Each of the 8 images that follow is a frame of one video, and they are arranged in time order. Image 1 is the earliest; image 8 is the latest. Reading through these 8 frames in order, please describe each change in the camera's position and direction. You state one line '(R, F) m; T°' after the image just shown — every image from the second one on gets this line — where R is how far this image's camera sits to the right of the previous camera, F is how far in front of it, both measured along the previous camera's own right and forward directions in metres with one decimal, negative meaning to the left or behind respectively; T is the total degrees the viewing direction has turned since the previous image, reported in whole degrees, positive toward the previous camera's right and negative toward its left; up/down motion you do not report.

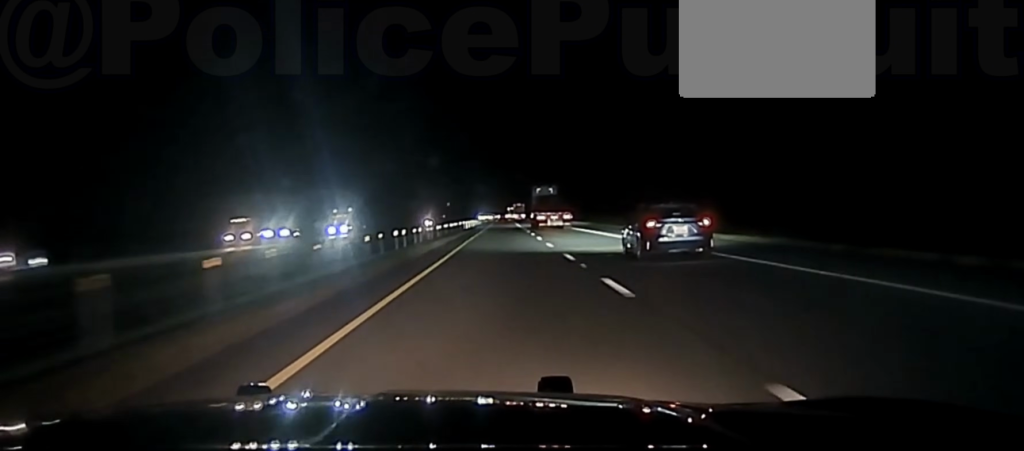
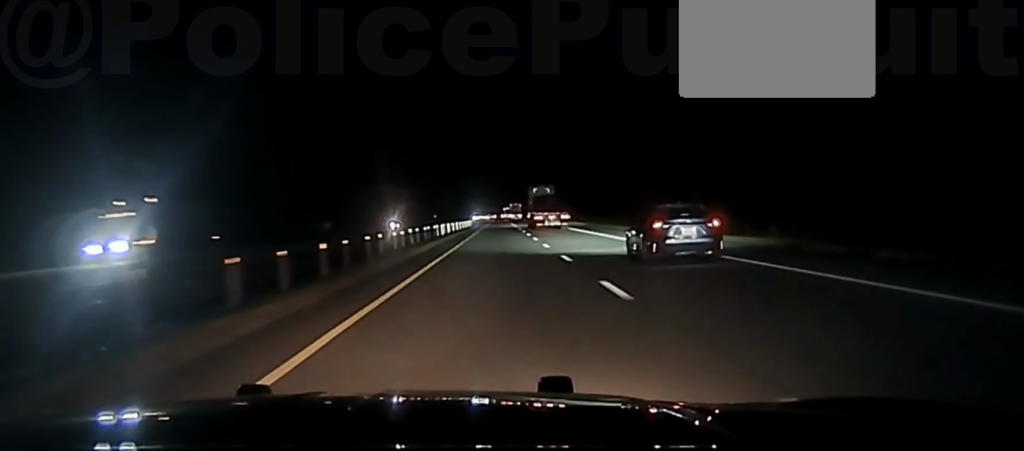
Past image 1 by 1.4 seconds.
(0.0, +42.4) m; 0°
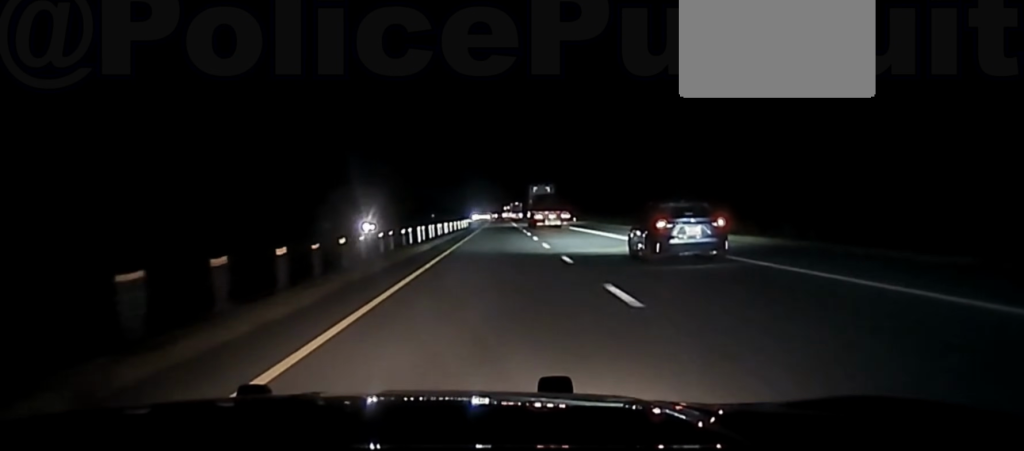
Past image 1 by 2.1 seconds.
(0.0, +22.7) m; 0°
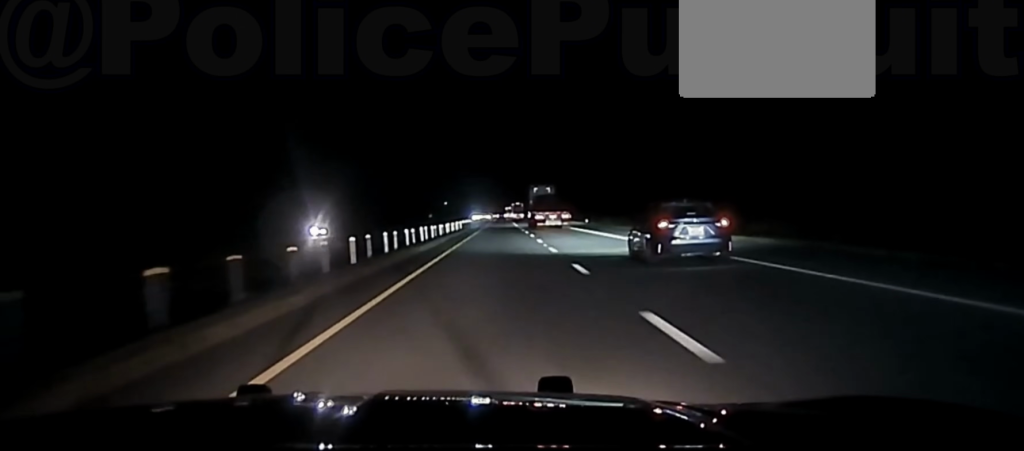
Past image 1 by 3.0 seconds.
(0.0, +24.3) m; 0°
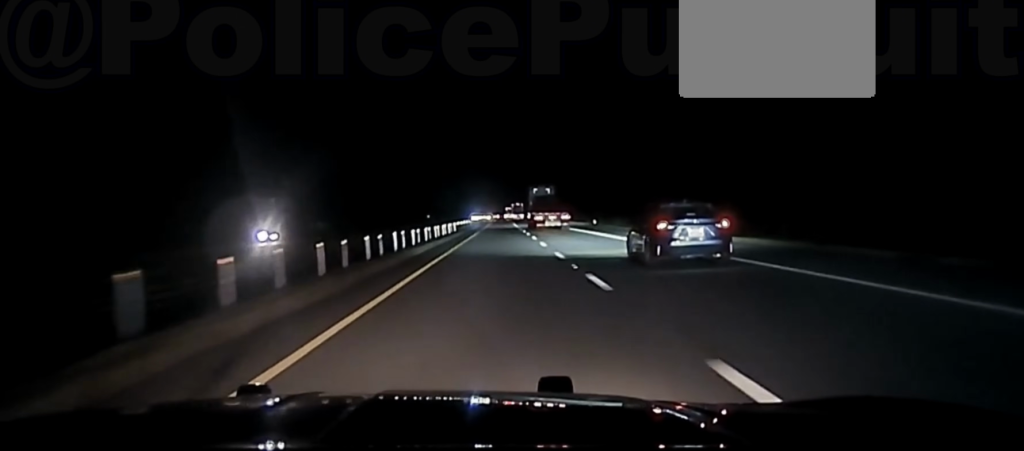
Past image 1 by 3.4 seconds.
(0.0, +13.6) m; 0°
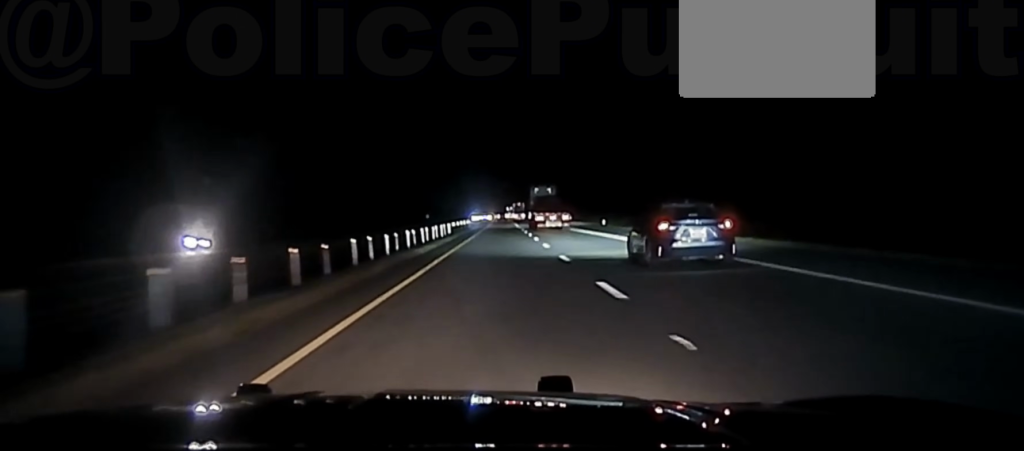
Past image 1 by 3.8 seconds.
(0.0, +12.8) m; 0°
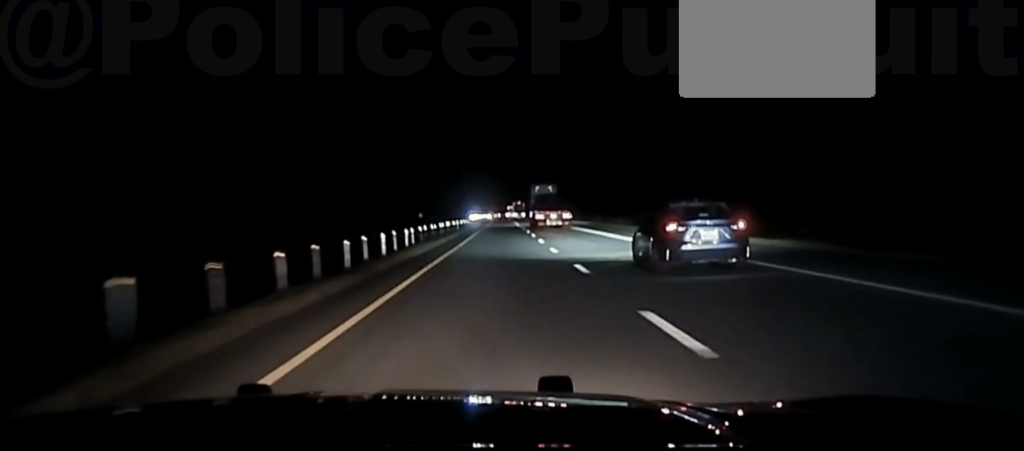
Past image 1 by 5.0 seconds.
(+0.1, +40.1) m; +1°
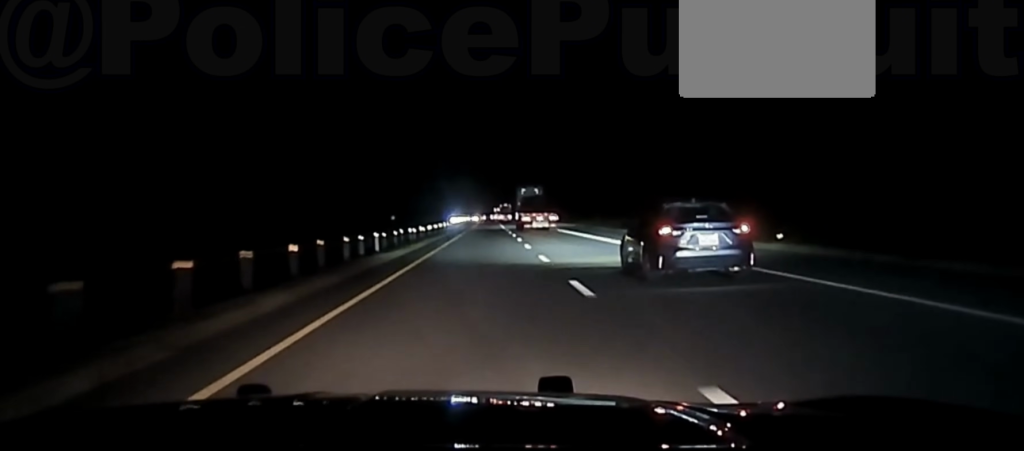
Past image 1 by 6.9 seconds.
(+1.1, +62.6) m; +1°
